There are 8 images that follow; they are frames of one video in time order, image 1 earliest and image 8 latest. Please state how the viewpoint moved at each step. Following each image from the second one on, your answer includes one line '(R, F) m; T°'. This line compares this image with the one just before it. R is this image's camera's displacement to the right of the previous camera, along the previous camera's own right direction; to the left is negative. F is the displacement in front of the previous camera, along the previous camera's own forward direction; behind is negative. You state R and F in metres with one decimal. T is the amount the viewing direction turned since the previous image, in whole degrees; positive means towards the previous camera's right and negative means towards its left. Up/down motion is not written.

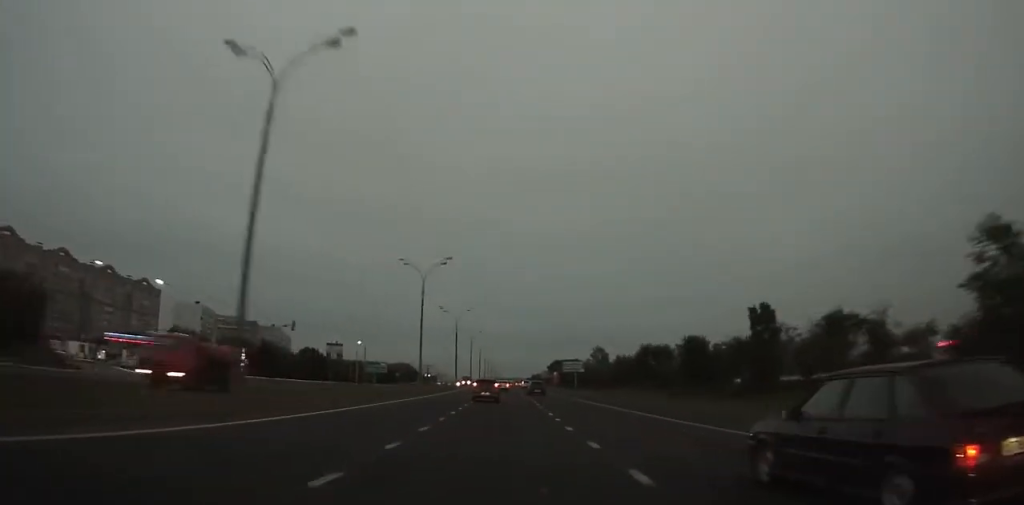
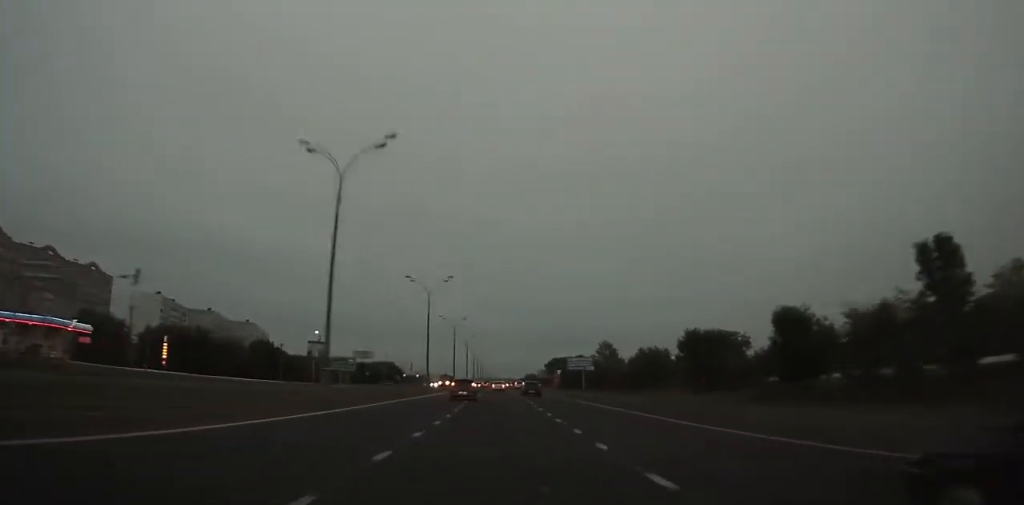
(-0.1, +28.9) m; 0°
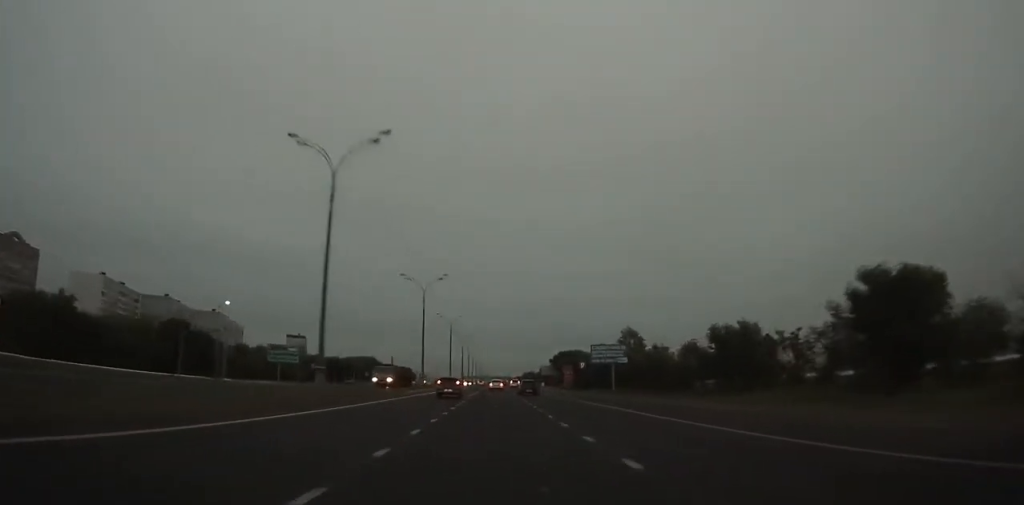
(0.0, +39.4) m; 0°
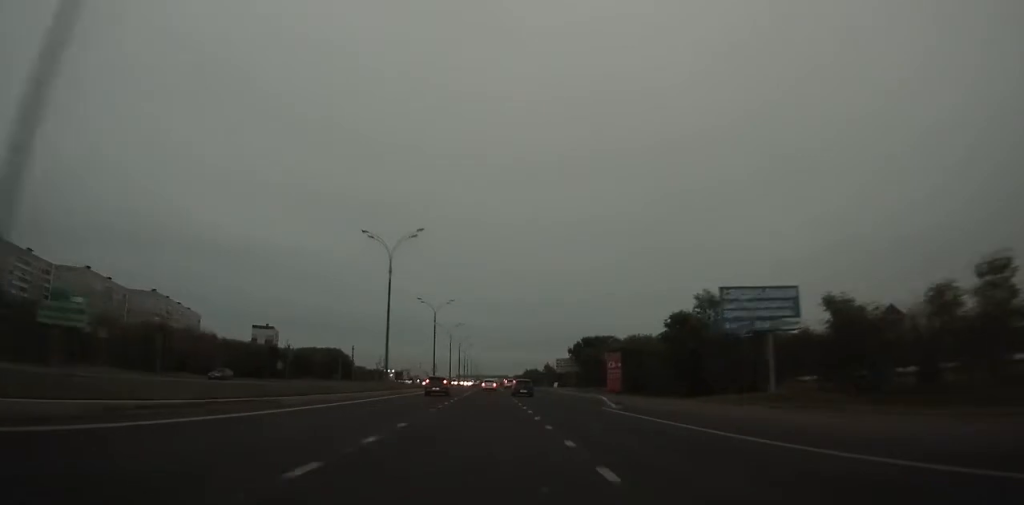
(+0.3, +56.6) m; 0°
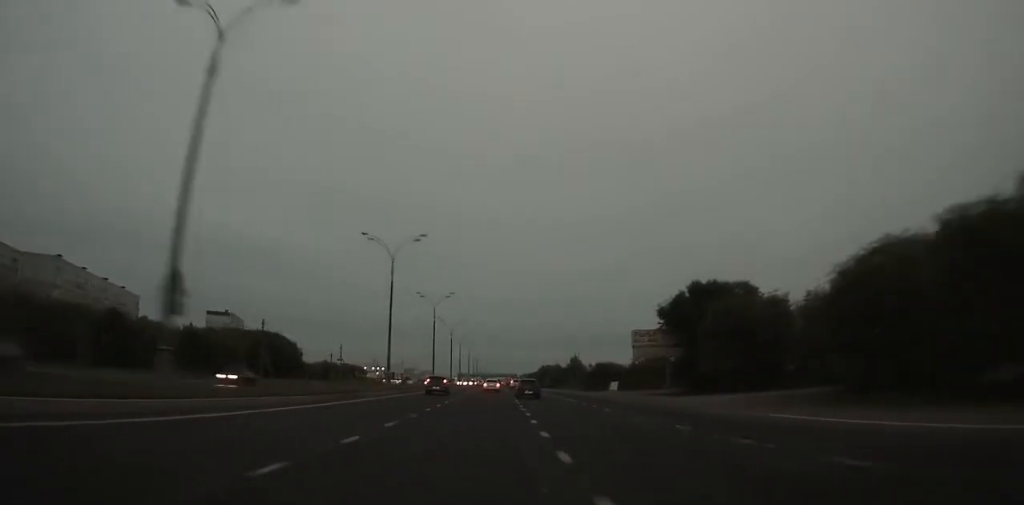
(0.0, +69.5) m; 0°
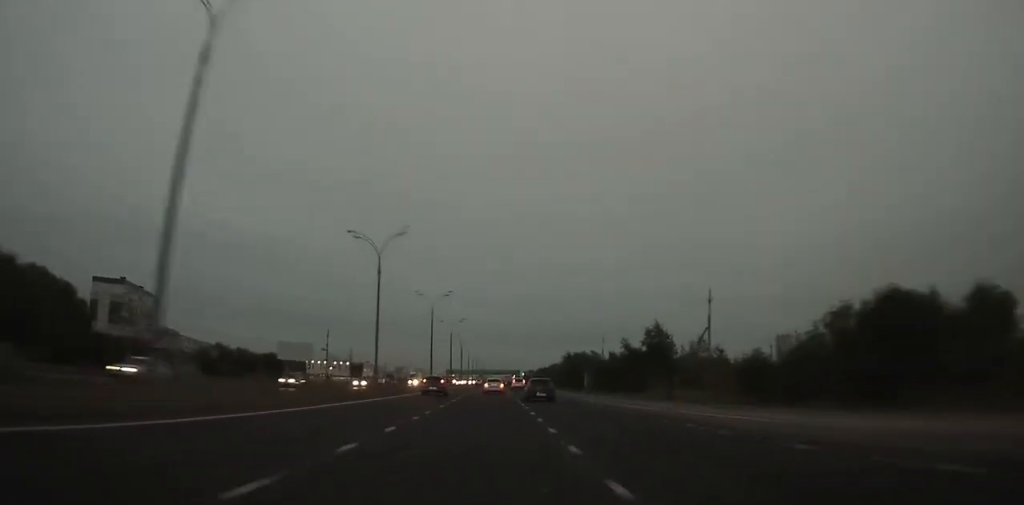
(-0.2, +92.6) m; 0°
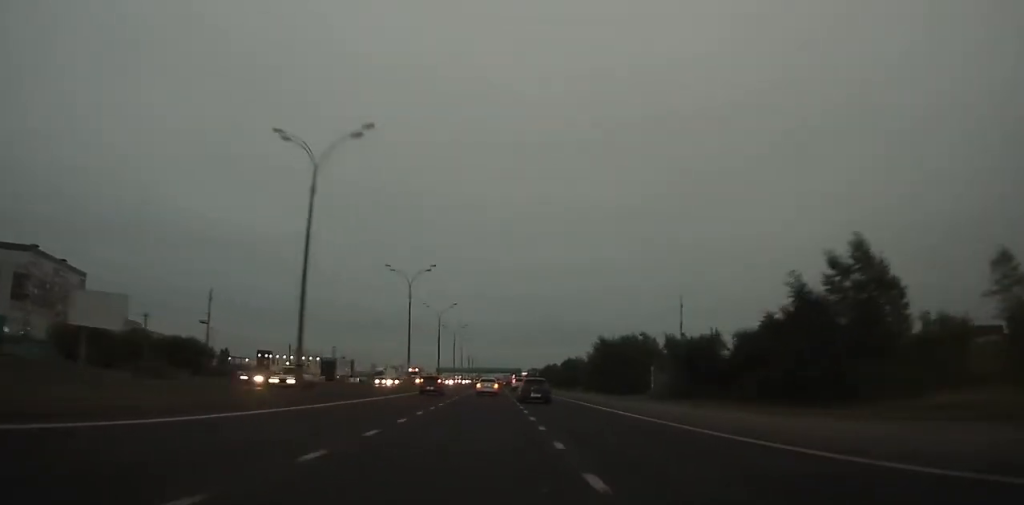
(0.0, +52.3) m; 0°
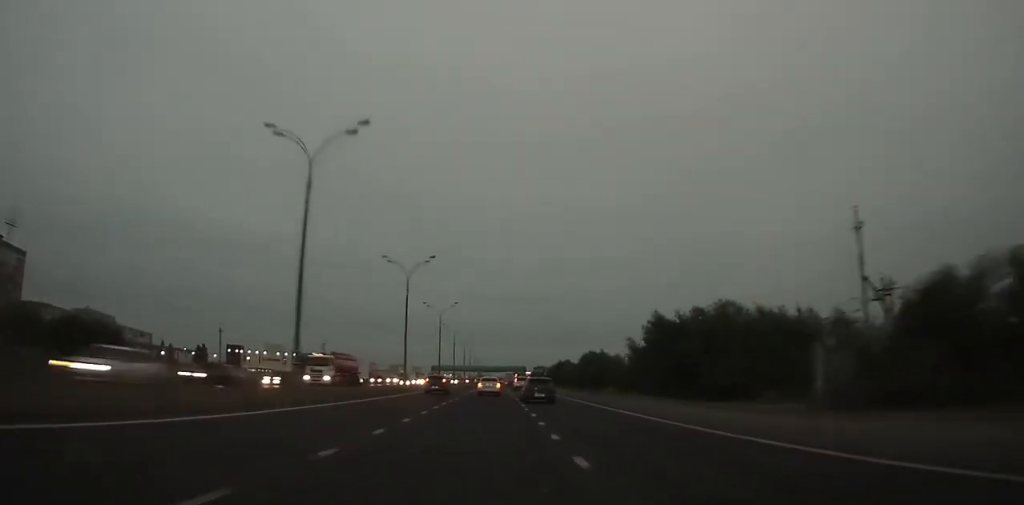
(0.0, +37.5) m; 0°
